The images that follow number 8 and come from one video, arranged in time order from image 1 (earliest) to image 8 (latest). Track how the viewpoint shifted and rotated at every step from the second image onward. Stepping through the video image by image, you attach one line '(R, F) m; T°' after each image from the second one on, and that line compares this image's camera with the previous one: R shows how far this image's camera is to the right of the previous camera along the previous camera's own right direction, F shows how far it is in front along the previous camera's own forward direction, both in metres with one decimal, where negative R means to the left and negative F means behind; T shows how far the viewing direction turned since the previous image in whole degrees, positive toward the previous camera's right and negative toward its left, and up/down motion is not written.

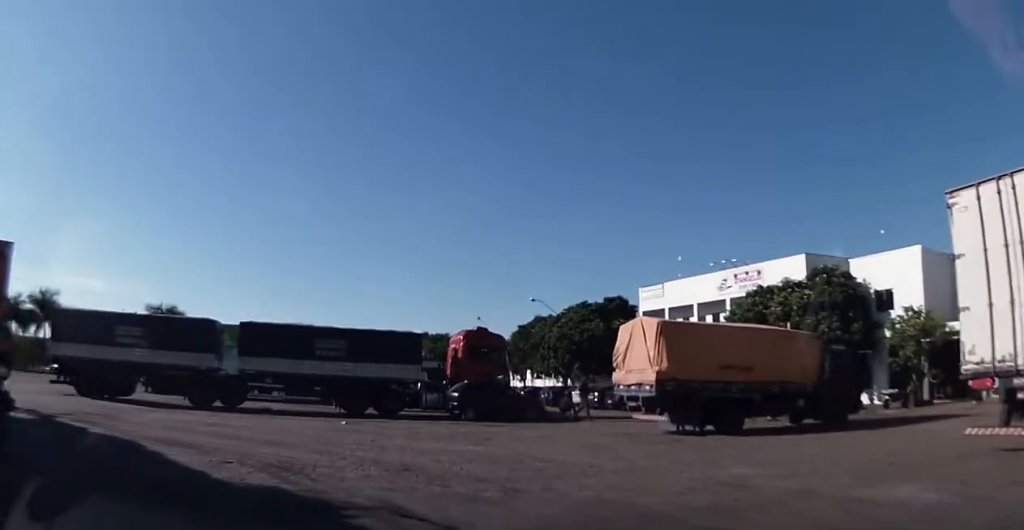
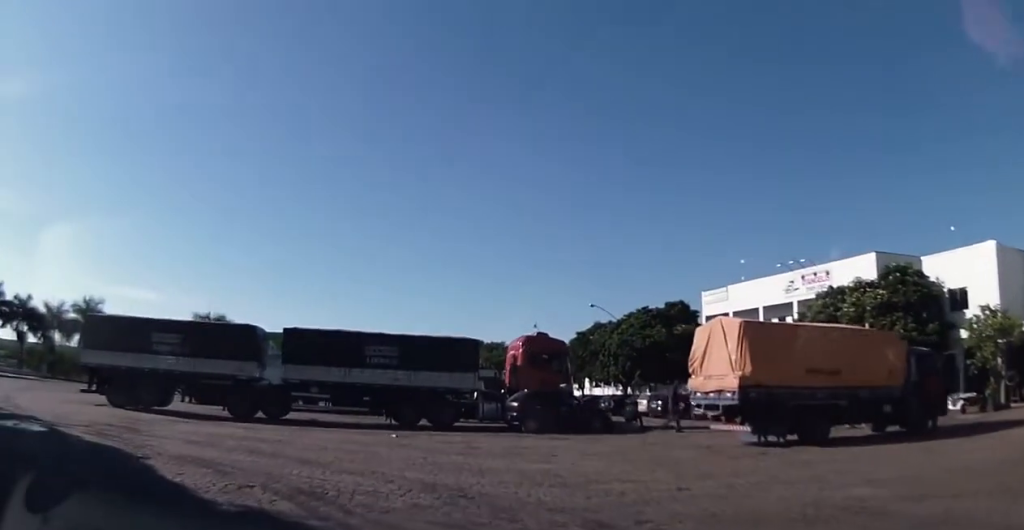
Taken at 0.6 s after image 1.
(0.0, +2.3) m; -5°
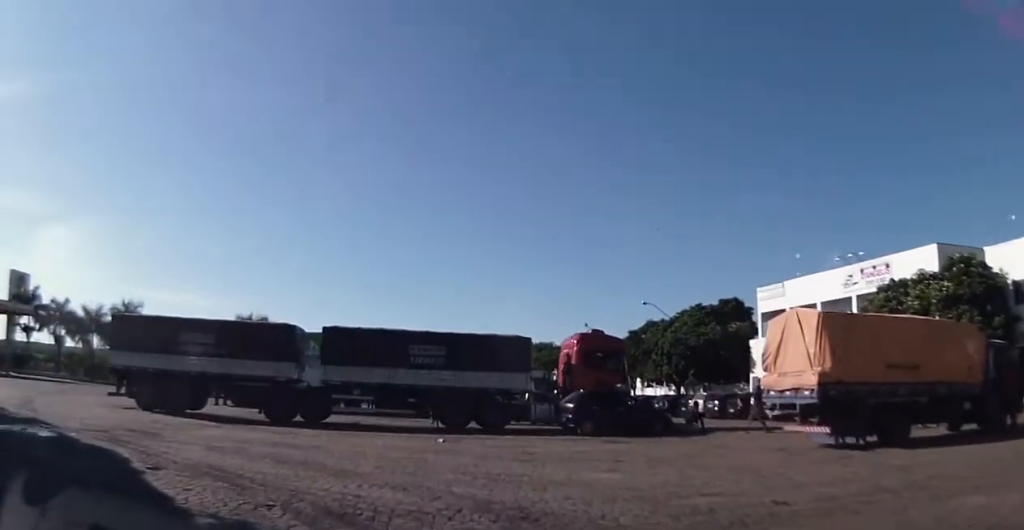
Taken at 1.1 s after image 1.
(+0.3, +1.9) m; -4°
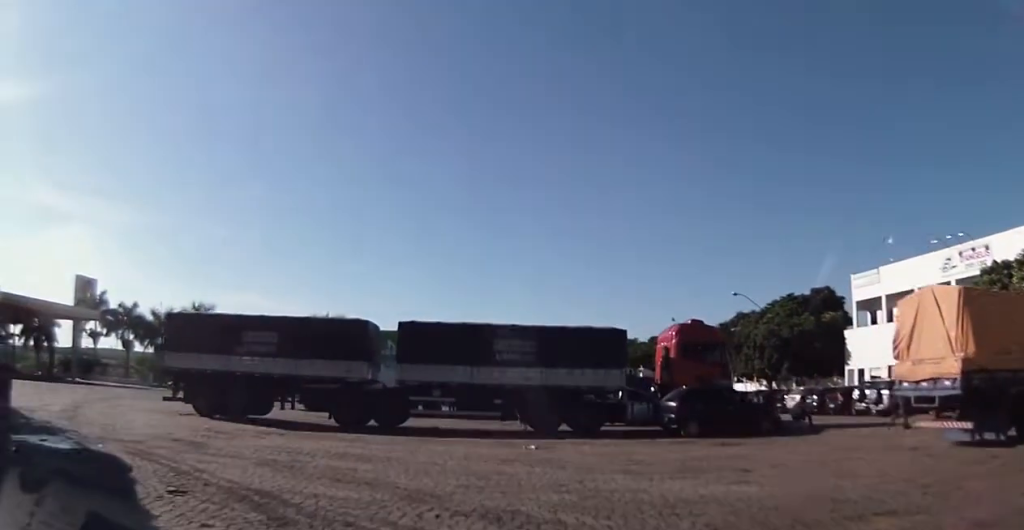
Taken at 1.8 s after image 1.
(-0.5, +2.3) m; -12°
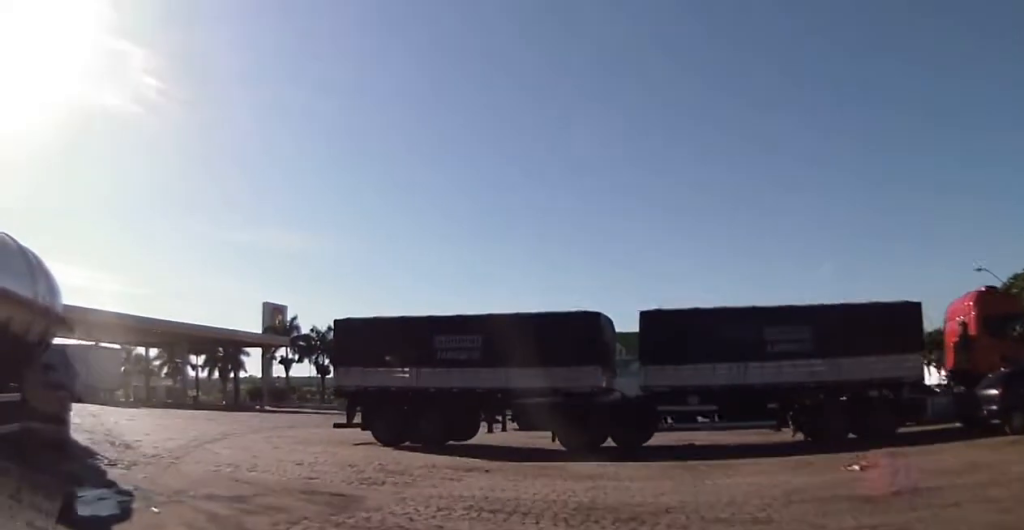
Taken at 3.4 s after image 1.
(-0.8, +5.3) m; -16°
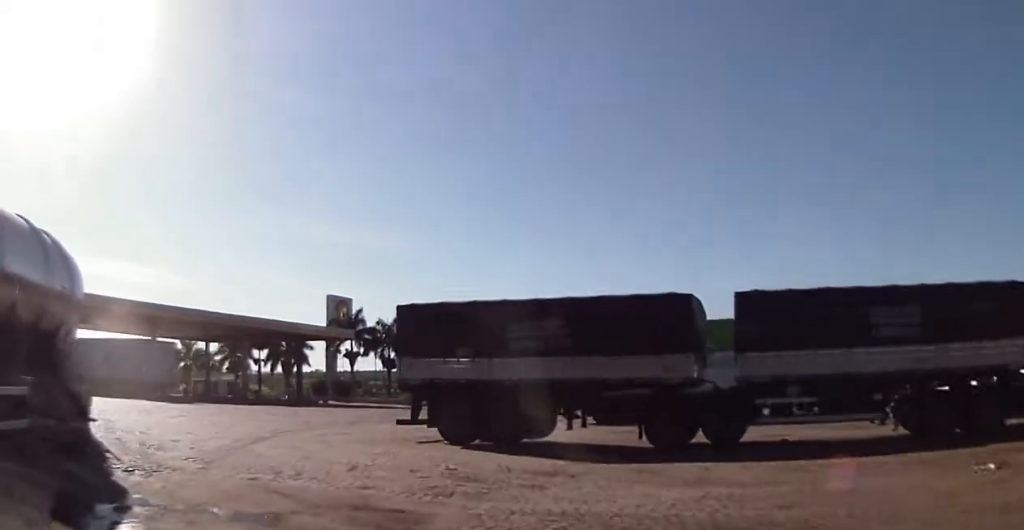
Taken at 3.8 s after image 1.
(0.0, +1.5) m; -6°
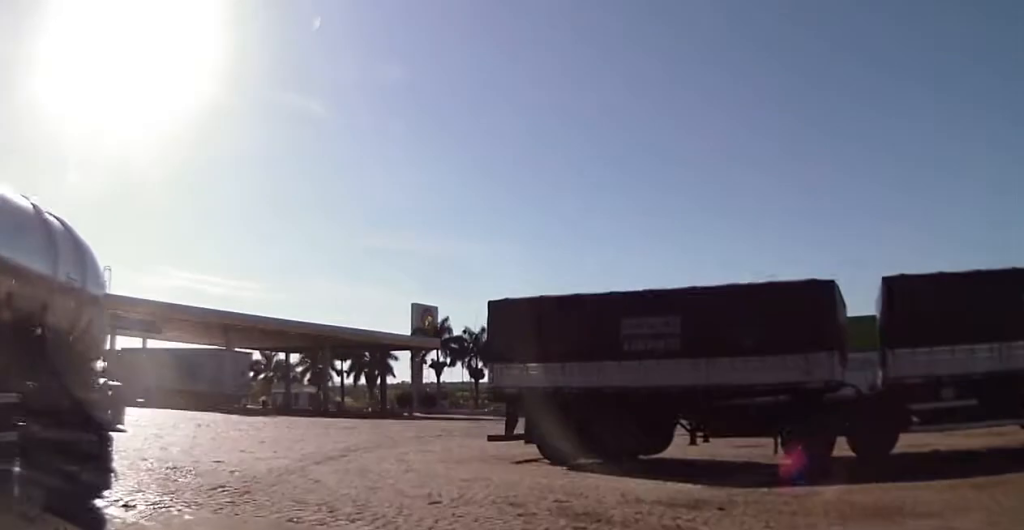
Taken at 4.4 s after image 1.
(-0.2, +2.3) m; -7°
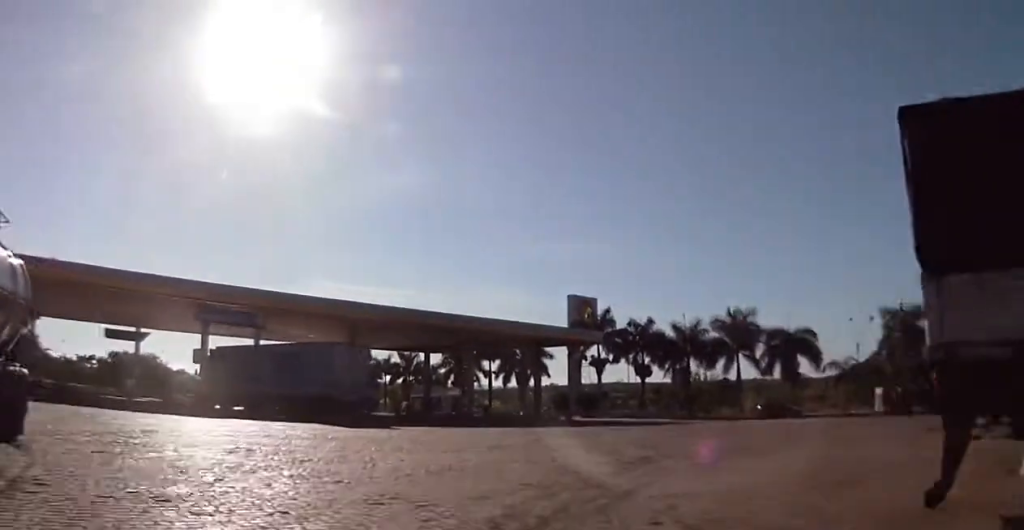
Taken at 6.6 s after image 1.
(-1.3, +9.9) m; -12°
